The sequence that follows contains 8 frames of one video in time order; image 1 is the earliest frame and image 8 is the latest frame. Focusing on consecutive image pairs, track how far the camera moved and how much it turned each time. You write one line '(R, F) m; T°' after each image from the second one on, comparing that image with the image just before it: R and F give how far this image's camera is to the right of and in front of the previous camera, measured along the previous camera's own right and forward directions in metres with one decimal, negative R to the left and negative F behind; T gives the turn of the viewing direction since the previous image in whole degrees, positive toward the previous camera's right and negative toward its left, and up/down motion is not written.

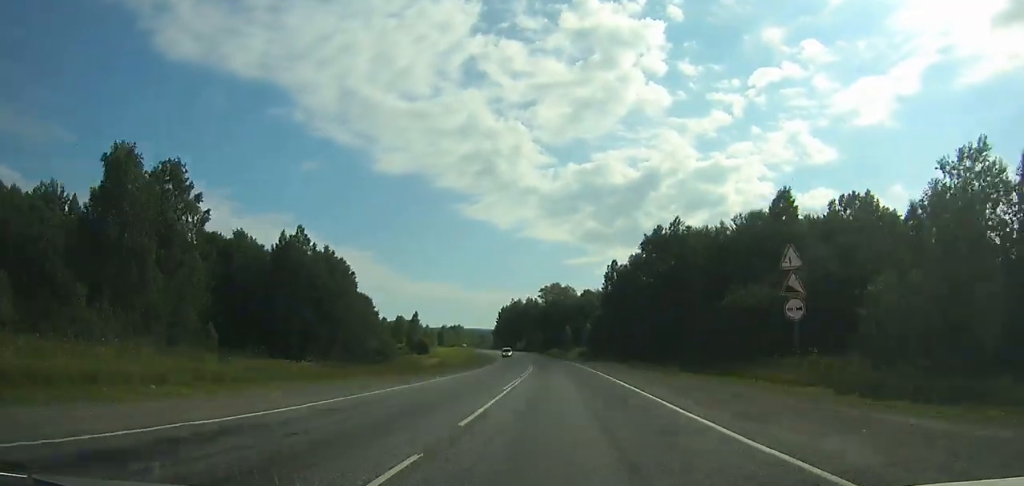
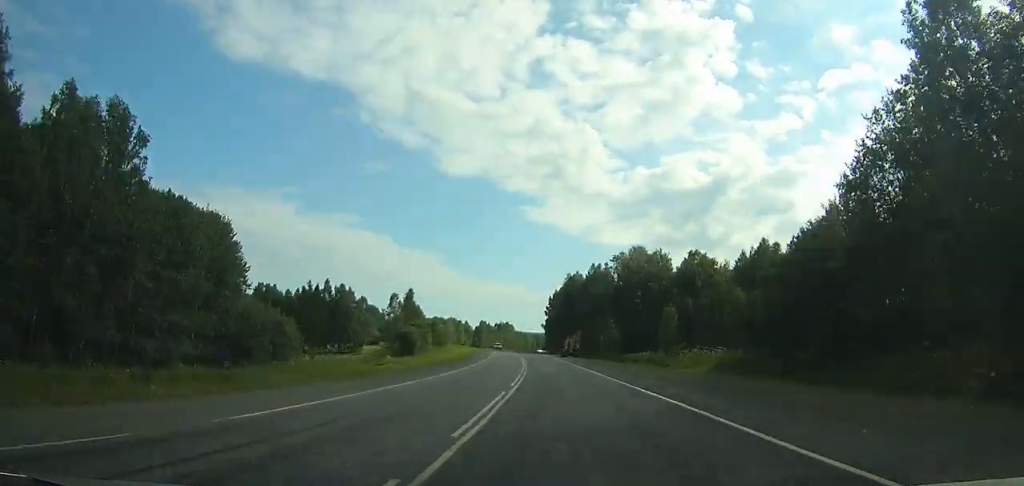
(-5.1, +94.1) m; -6°
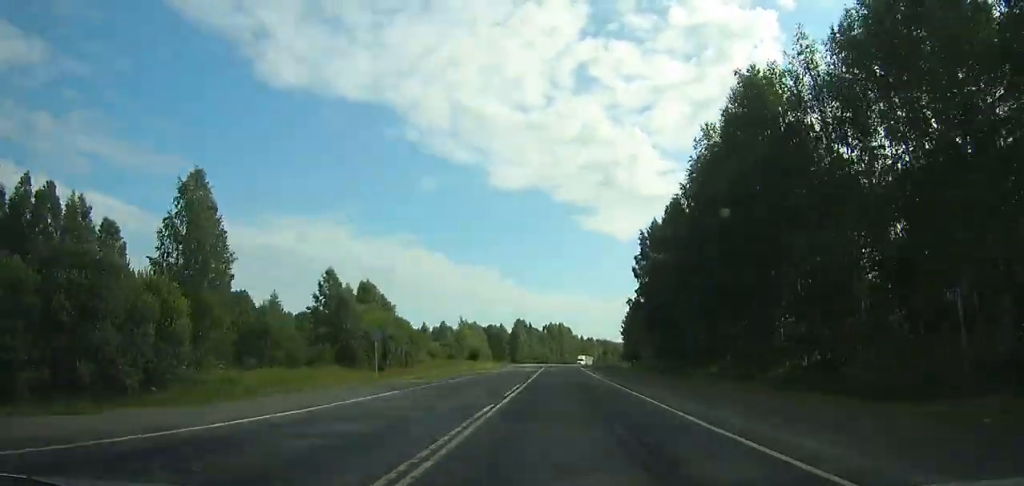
(-5.8, +109.5) m; -4°
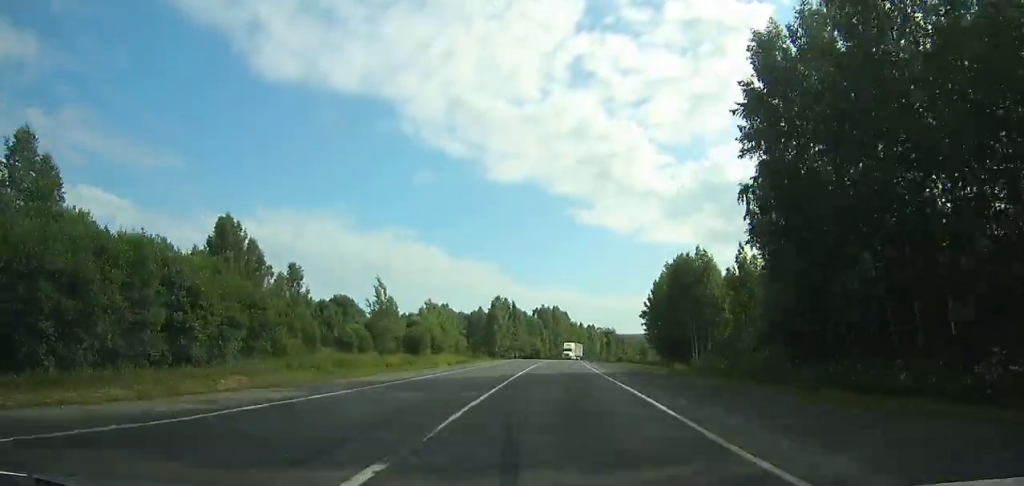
(-0.2, +50.3) m; 0°
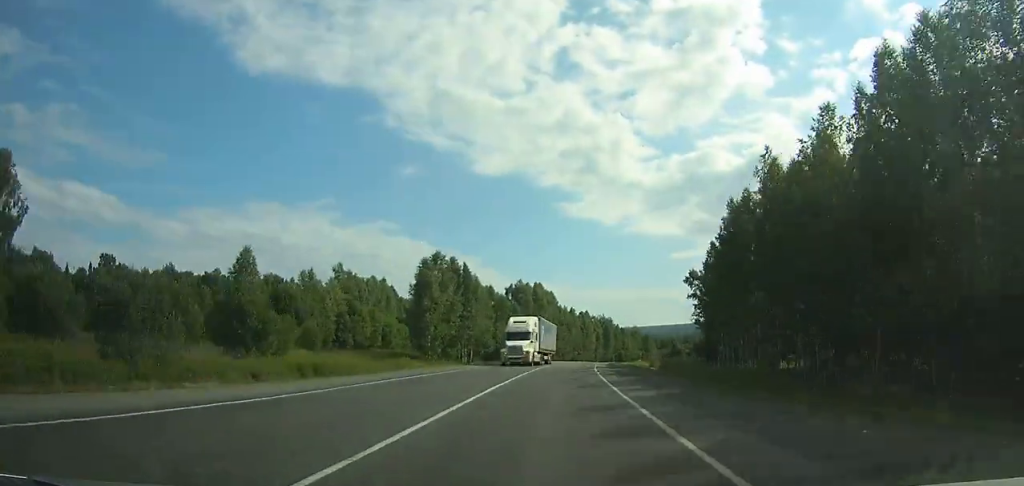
(-0.6, +56.4) m; +1°
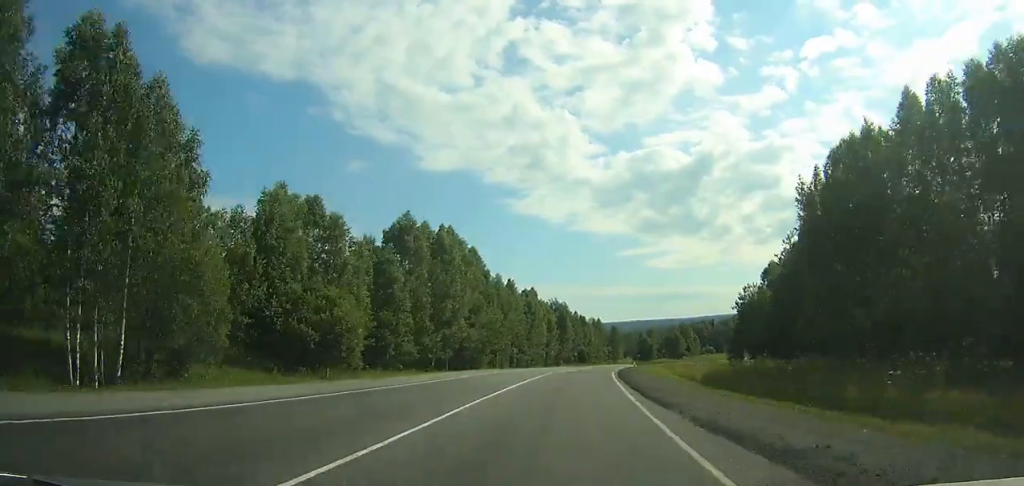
(+1.7, +66.2) m; +5°
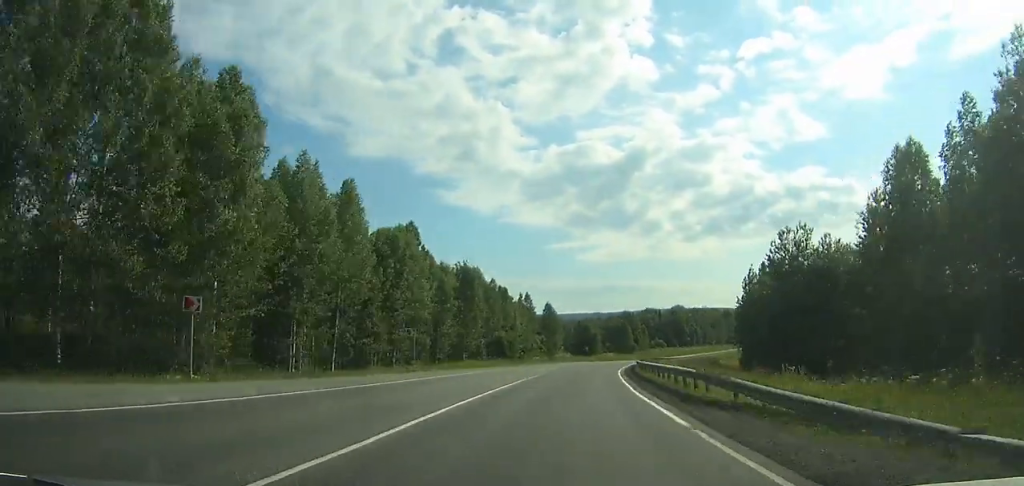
(+3.2, +60.4) m; +7°
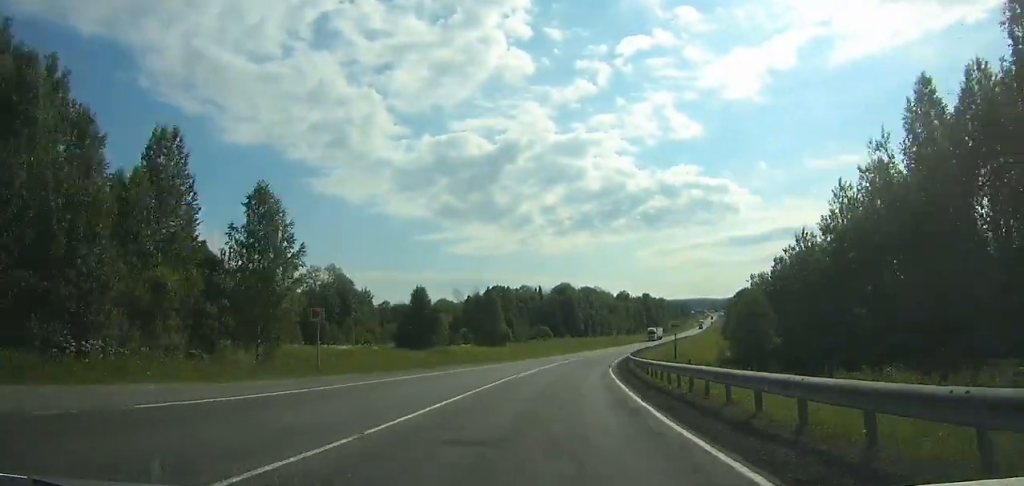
(+10.7, +93.9) m; +13°
